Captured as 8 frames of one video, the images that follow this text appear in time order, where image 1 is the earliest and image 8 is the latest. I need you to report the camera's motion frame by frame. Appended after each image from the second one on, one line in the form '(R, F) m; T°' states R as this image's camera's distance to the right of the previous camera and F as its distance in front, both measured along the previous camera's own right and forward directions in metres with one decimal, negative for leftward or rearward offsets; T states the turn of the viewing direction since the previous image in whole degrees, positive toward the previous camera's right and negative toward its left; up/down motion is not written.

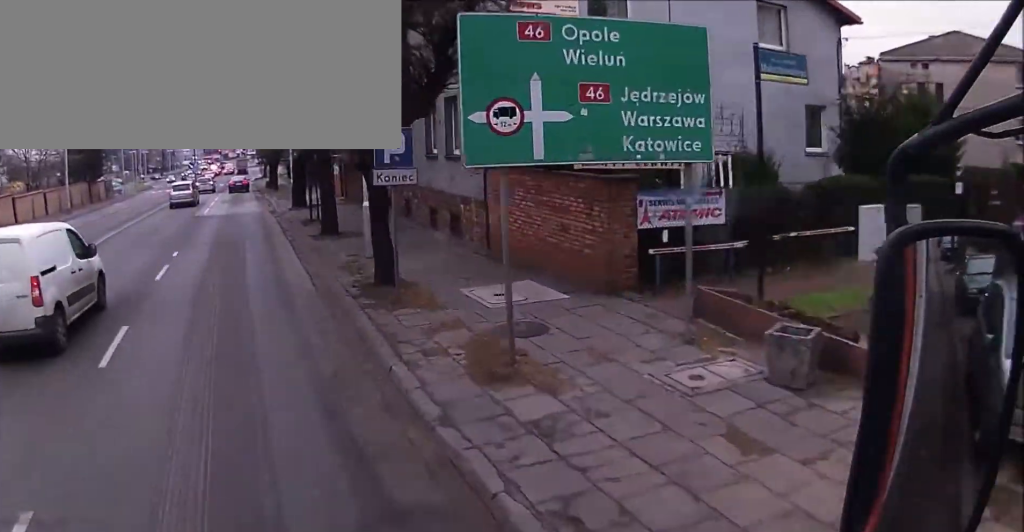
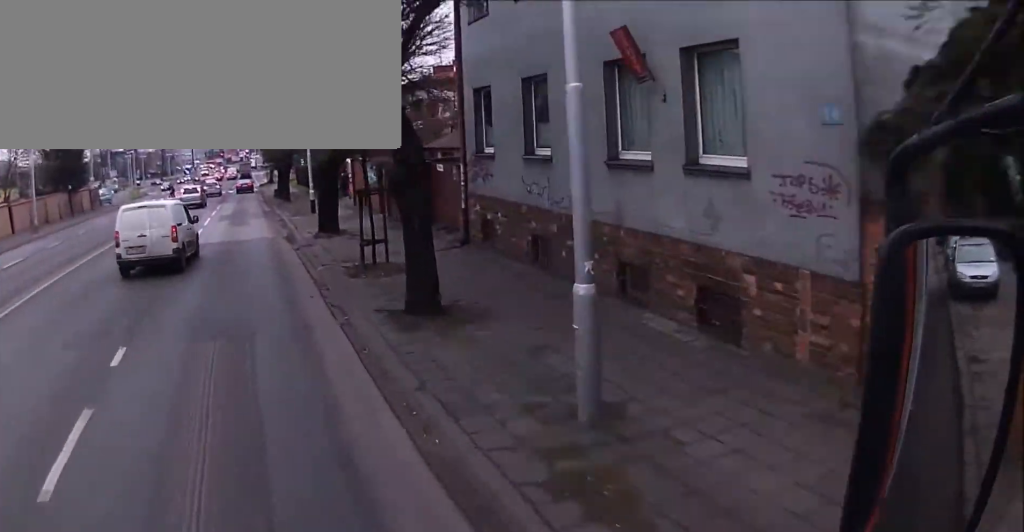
(-0.3, +10.2) m; -3°
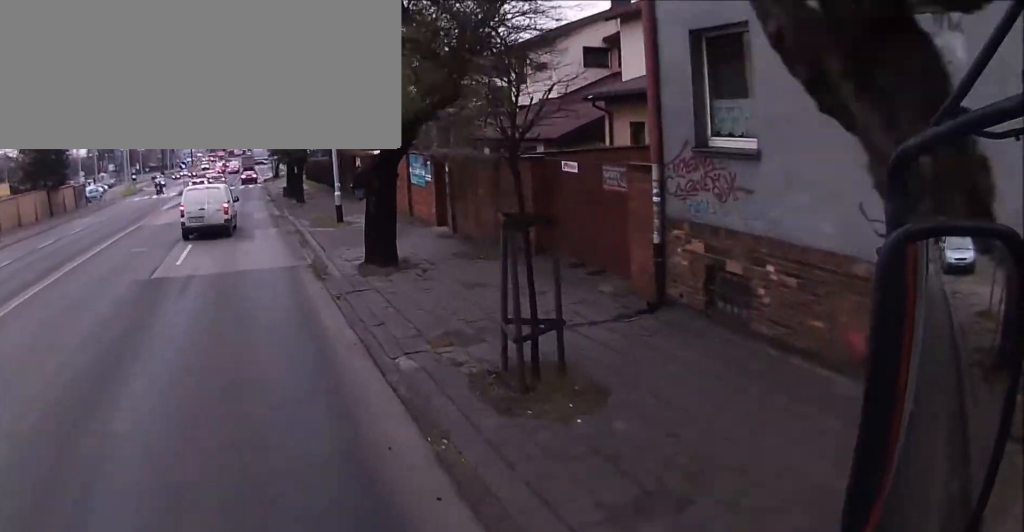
(-0.2, +8.1) m; -1°
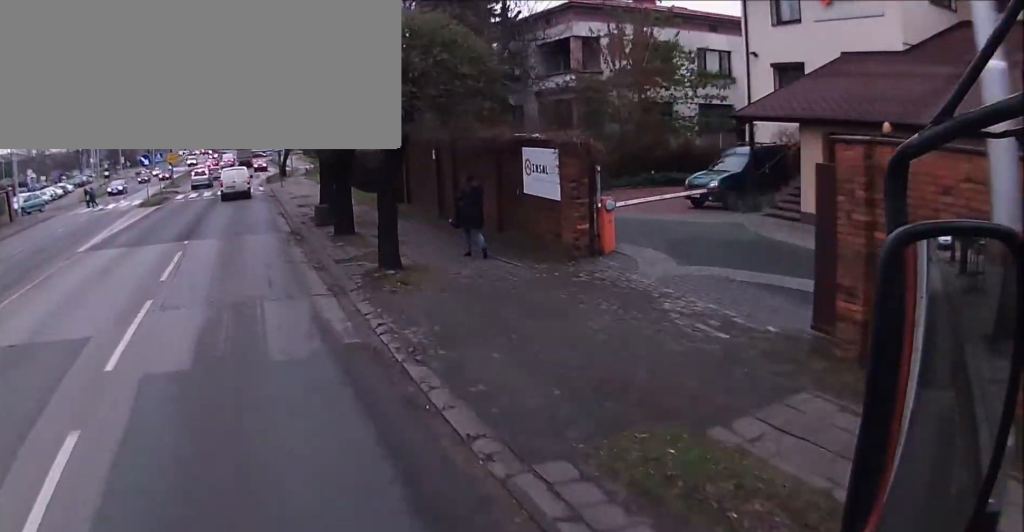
(+0.5, +22.2) m; +2°
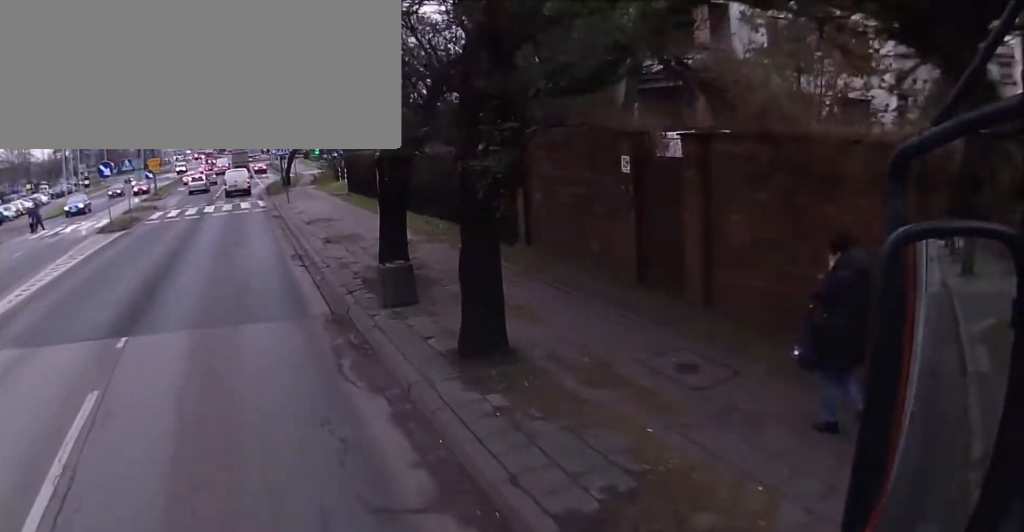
(-0.2, +10.3) m; 0°
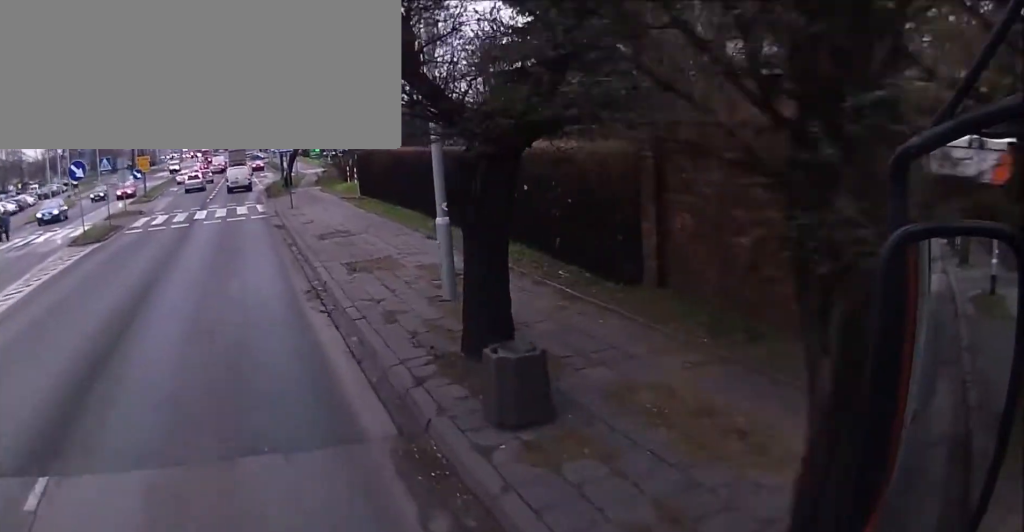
(0.0, +4.7) m; 0°
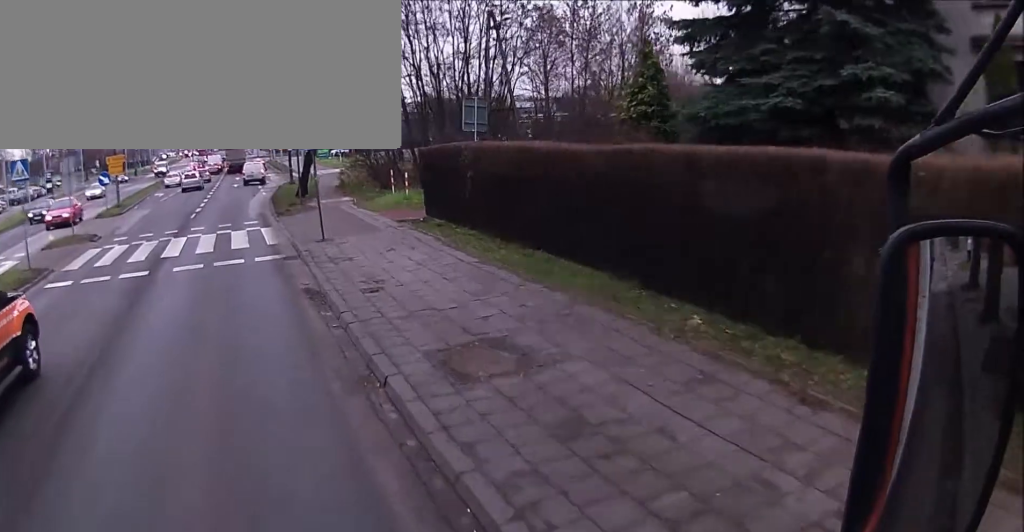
(+0.2, +11.6) m; 0°
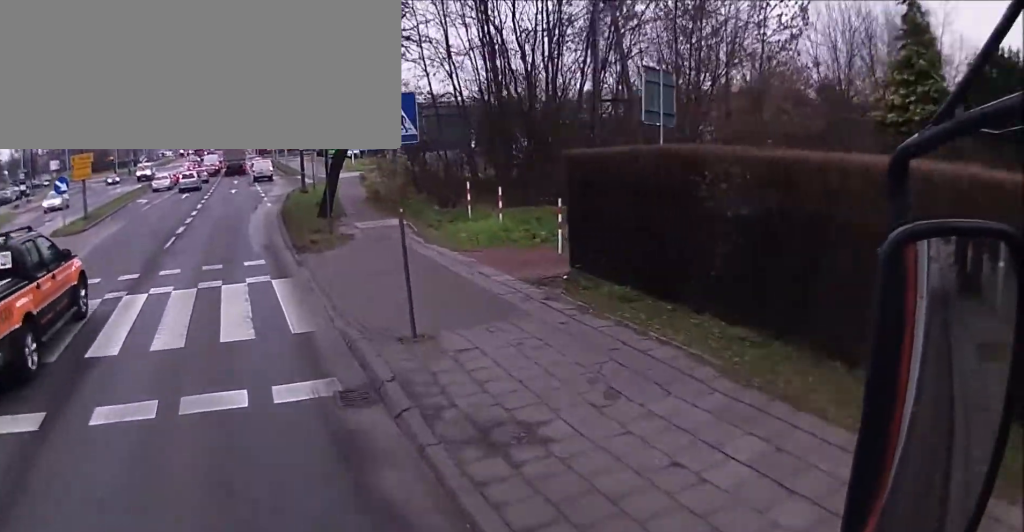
(-0.1, +9.5) m; 0°
